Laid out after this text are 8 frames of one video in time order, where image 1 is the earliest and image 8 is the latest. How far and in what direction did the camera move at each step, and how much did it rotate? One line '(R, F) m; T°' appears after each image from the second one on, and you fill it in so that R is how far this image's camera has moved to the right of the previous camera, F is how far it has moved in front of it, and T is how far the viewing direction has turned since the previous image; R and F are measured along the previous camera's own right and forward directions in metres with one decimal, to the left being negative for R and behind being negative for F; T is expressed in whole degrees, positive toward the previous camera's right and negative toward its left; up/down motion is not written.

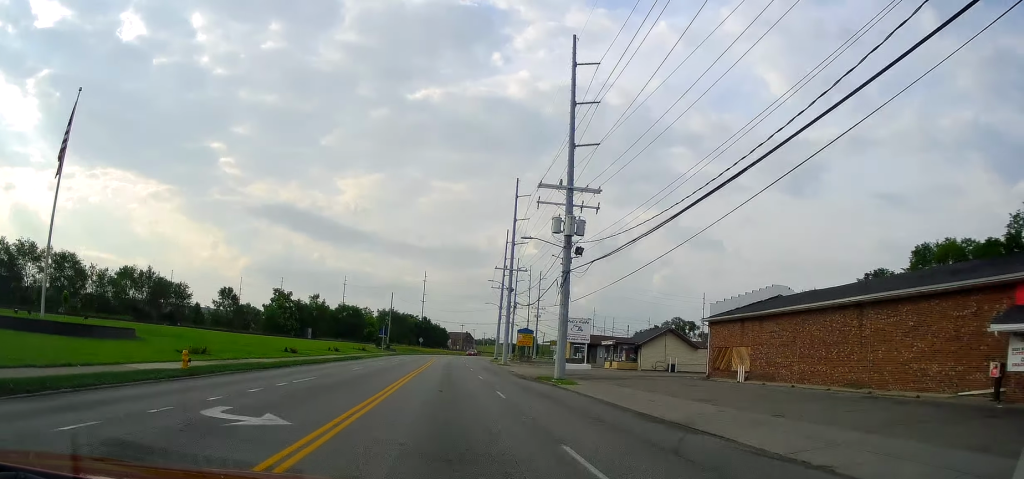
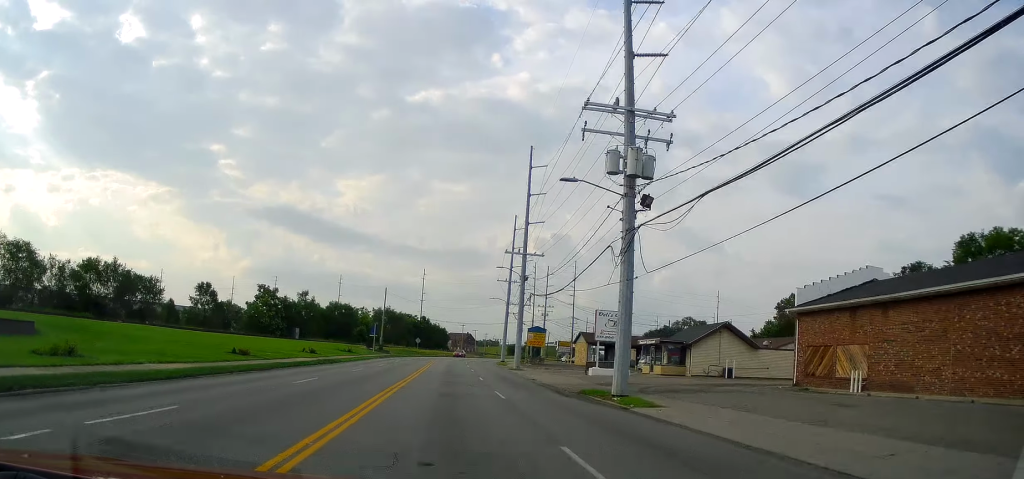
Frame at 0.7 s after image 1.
(-0.2, +12.4) m; 0°
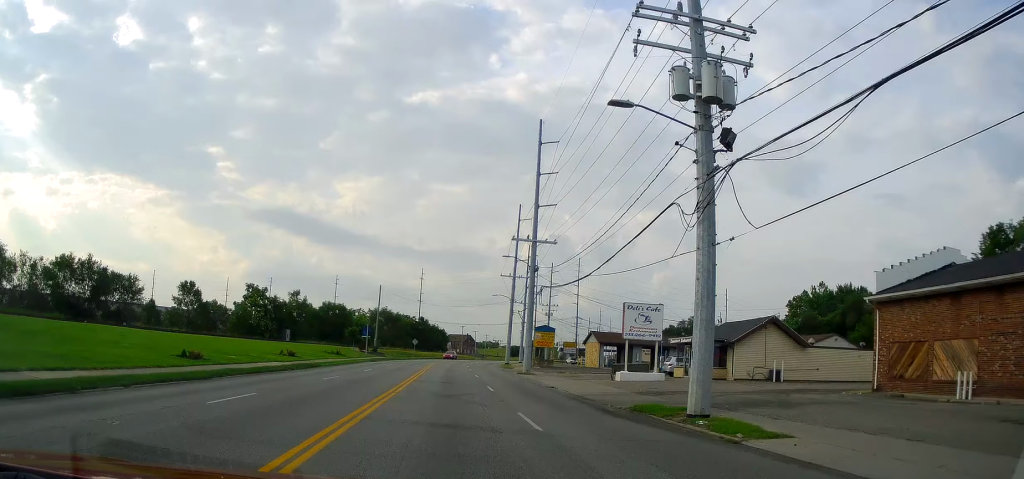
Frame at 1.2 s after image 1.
(-0.1, +7.3) m; 0°
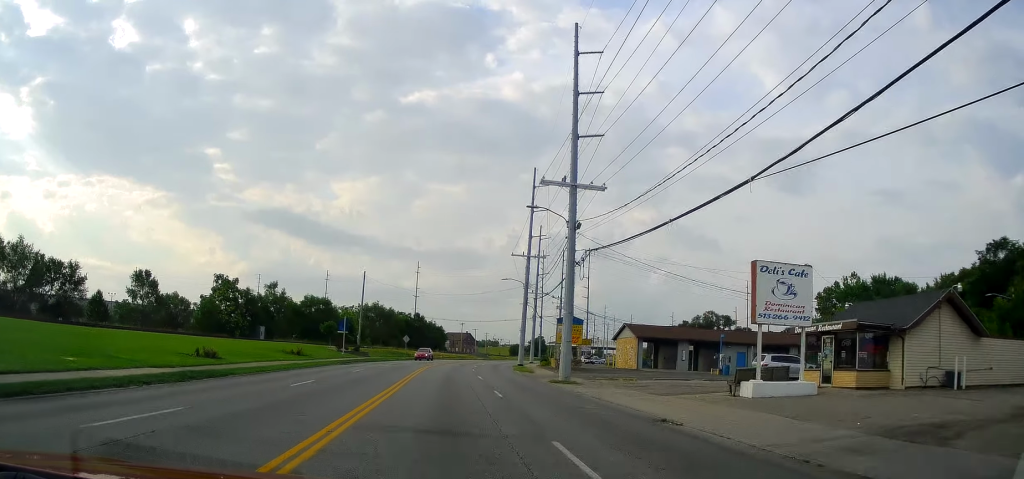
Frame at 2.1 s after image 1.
(+0.2, +16.4) m; +1°
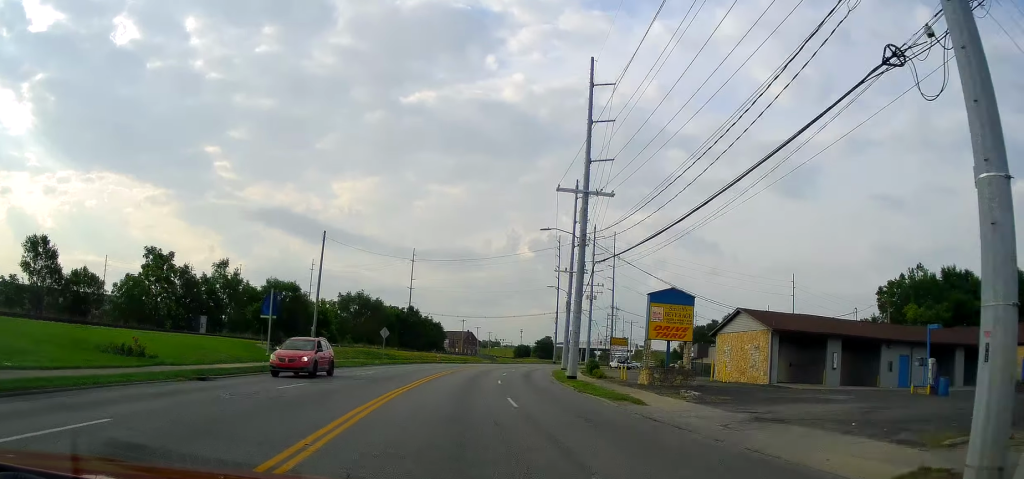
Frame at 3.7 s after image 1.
(0.0, +26.7) m; 0°
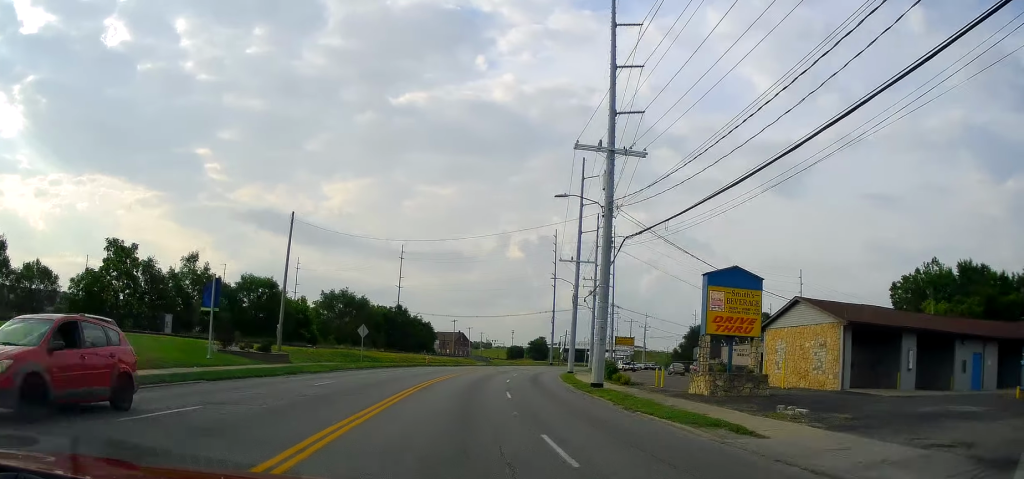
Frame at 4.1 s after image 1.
(0.0, +8.3) m; 0°
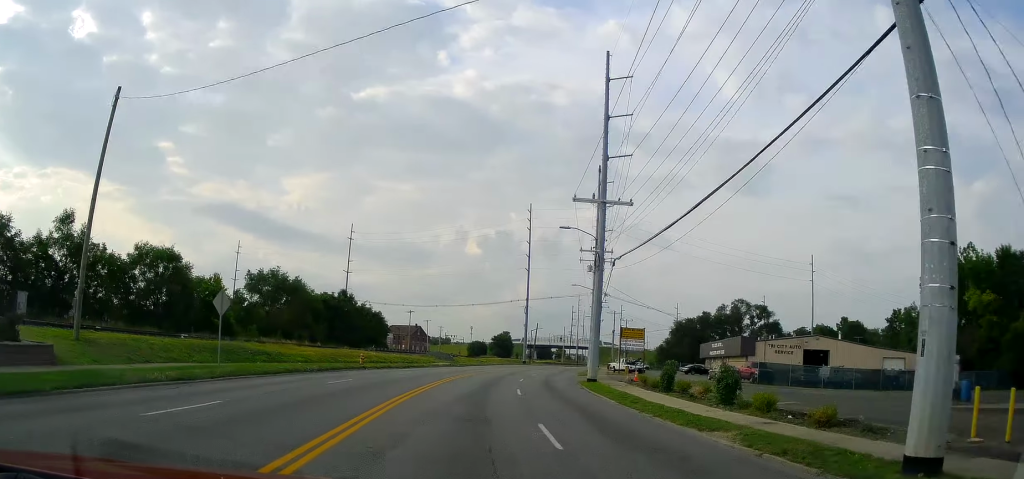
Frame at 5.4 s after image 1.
(+0.4, +23.1) m; +2°
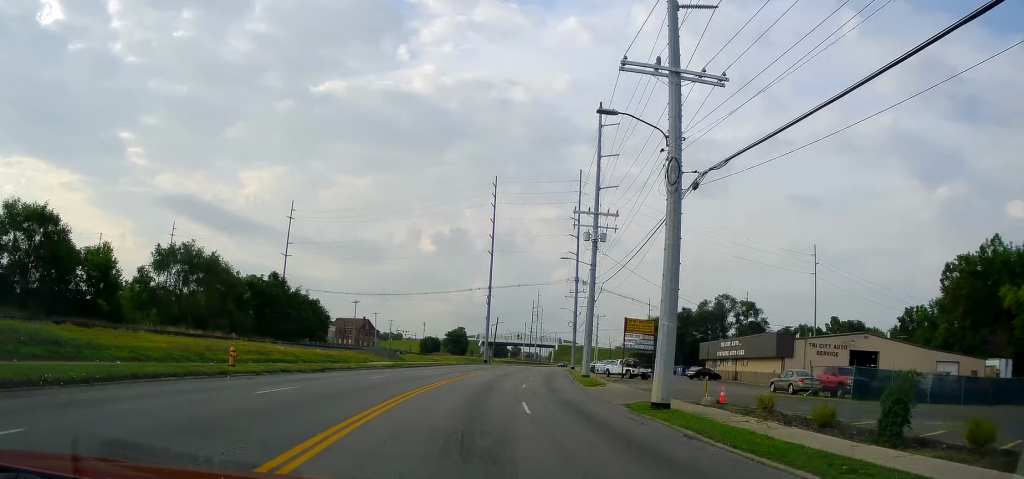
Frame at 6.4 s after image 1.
(+0.2, +18.4) m; +2°
